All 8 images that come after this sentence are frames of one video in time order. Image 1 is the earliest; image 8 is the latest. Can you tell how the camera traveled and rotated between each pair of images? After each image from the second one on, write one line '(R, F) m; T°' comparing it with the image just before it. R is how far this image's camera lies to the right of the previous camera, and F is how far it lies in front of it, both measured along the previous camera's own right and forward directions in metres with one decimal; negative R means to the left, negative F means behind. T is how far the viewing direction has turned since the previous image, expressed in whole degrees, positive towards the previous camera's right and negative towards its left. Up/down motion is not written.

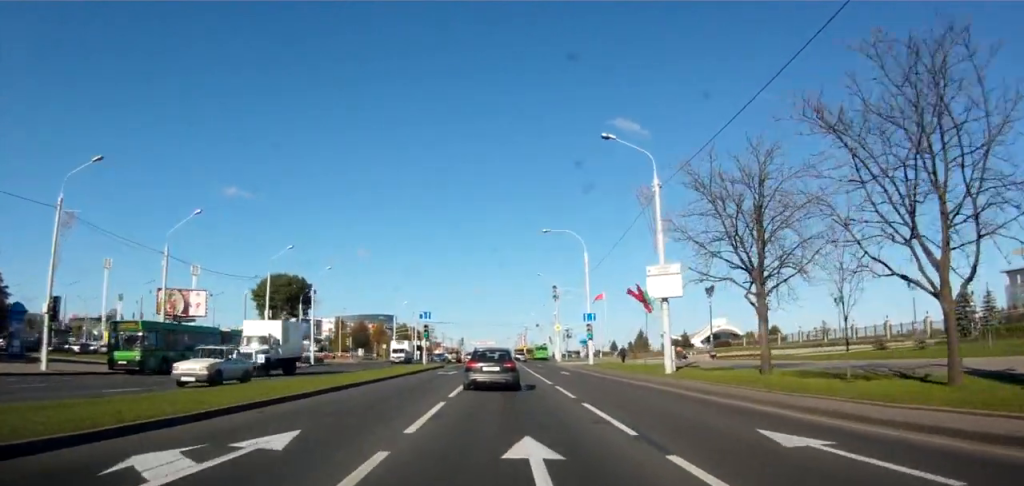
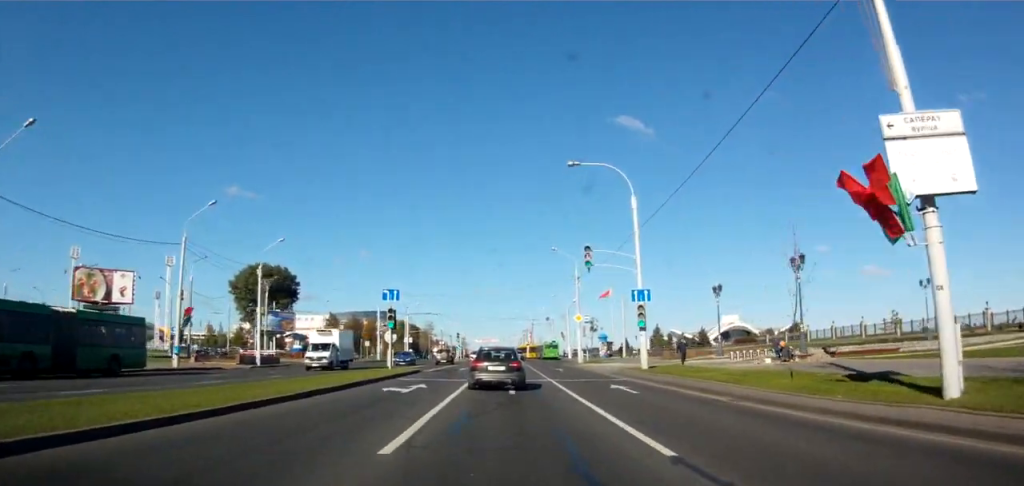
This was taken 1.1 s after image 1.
(-0.3, +18.3) m; -2°
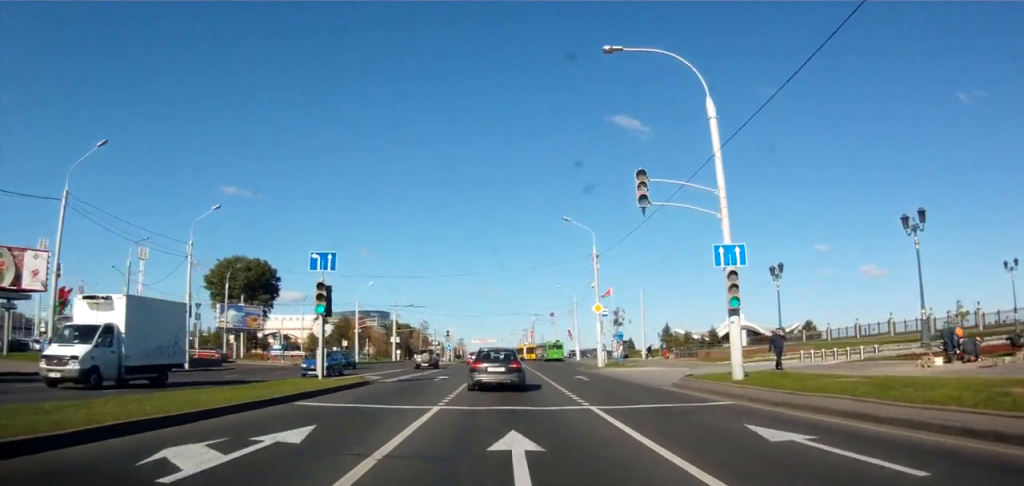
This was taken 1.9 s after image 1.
(-0.5, +13.5) m; -1°
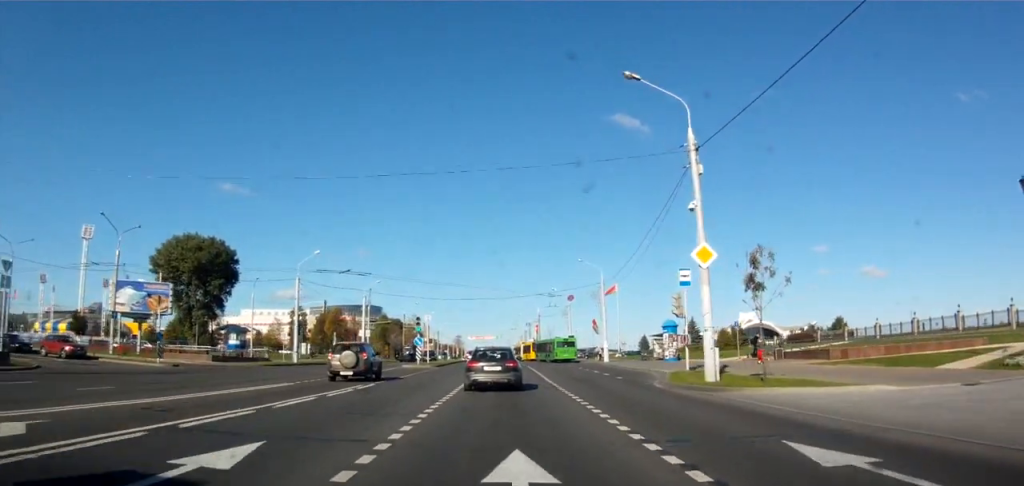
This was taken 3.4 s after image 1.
(+0.8, +24.9) m; +2°
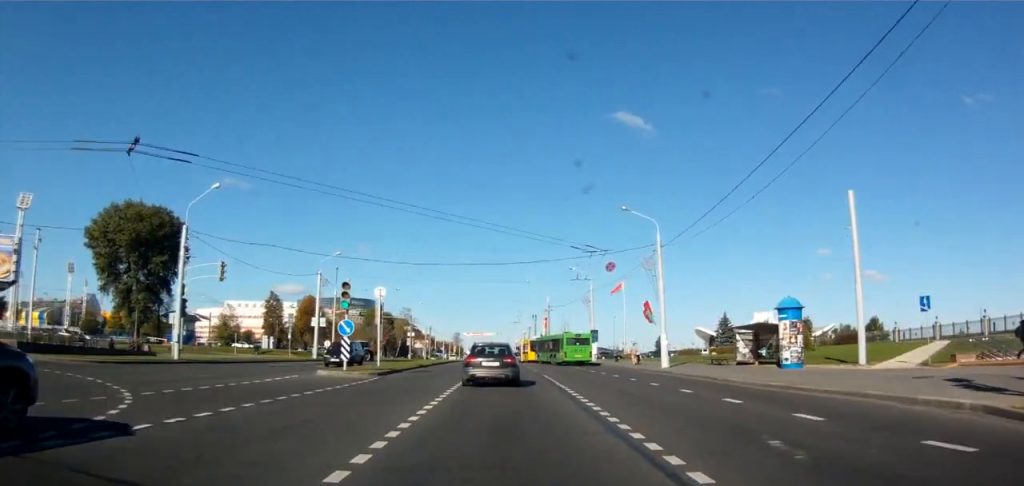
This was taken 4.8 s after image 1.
(+0.1, +23.4) m; -2°
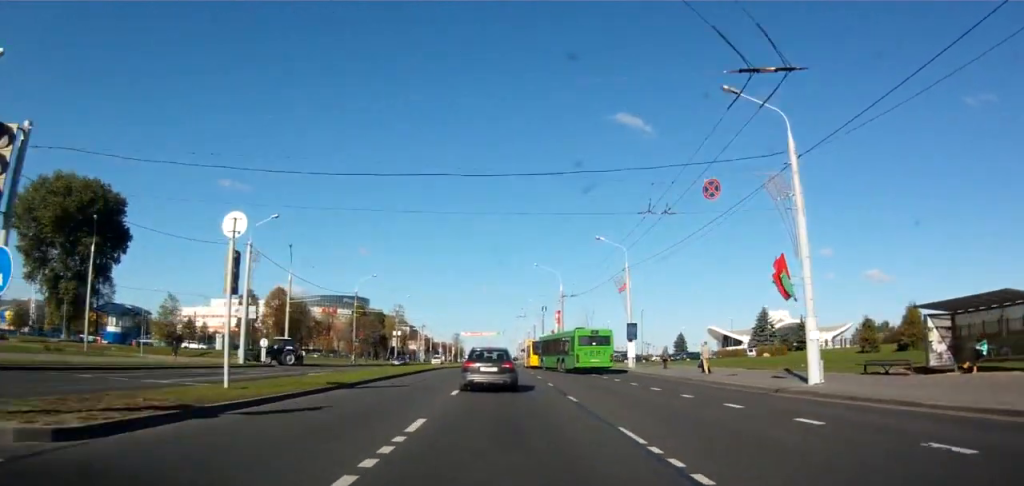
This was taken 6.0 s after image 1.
(-0.6, +20.0) m; 0°
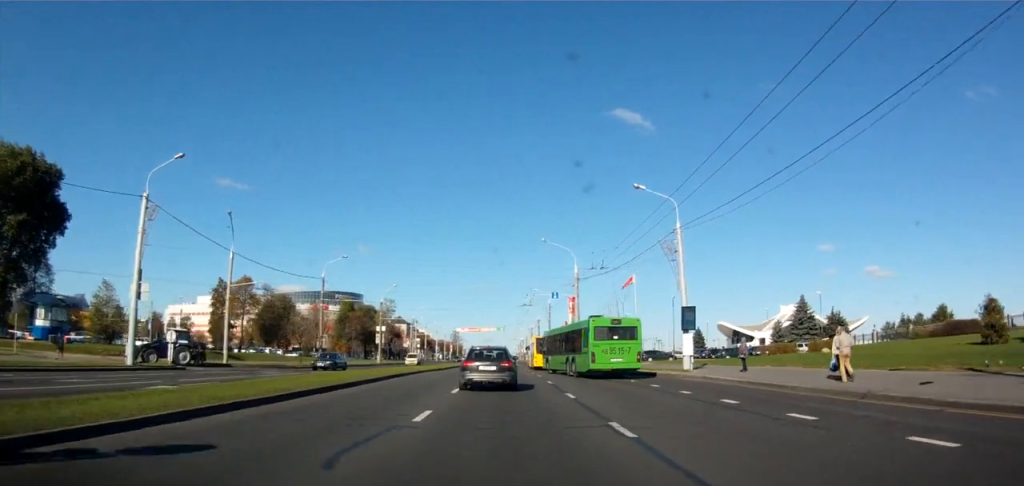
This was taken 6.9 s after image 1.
(+0.5, +16.1) m; +1°
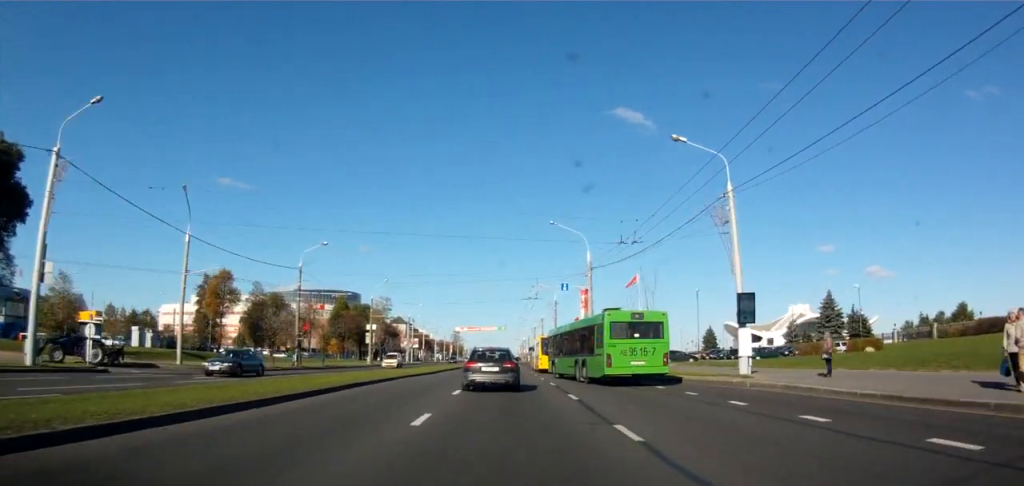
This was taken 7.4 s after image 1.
(-0.1, +8.1) m; -1°
